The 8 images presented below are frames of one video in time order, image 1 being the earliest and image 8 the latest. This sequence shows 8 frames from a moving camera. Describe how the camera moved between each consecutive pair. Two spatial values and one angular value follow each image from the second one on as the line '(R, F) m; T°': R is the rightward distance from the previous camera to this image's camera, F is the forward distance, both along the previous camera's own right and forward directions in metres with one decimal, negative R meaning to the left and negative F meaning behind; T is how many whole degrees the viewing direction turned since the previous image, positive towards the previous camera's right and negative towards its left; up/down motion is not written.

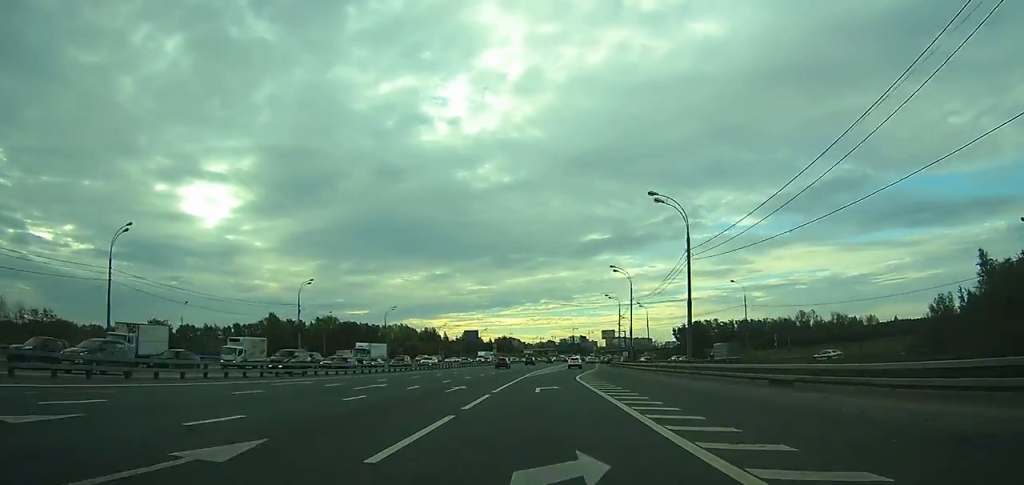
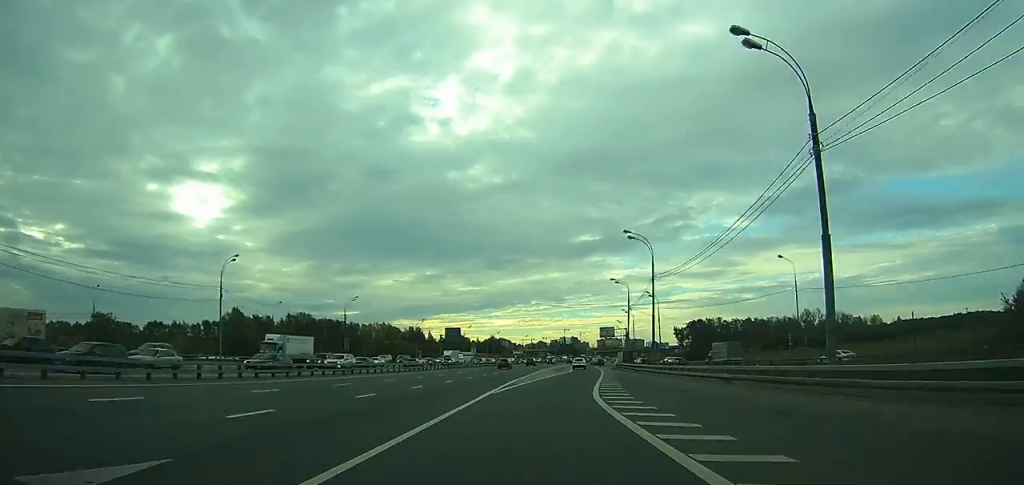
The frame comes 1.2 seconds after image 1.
(+0.2, +22.3) m; +1°
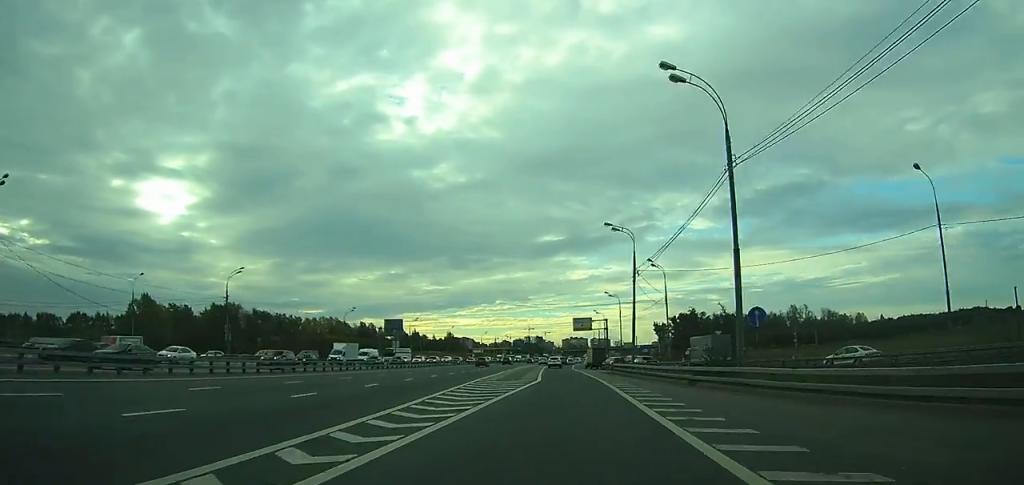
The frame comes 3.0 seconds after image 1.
(+0.5, +32.3) m; +2°
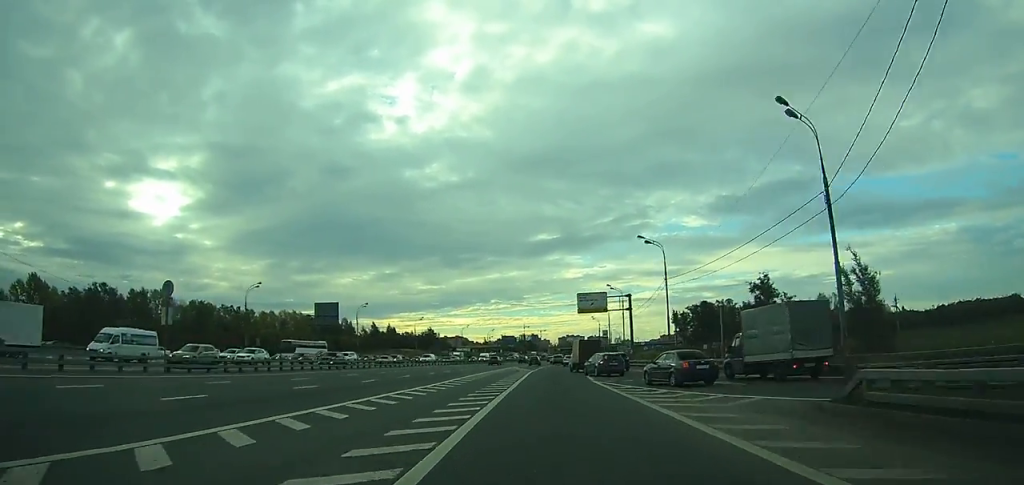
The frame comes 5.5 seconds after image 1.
(+0.8, +41.9) m; +1°
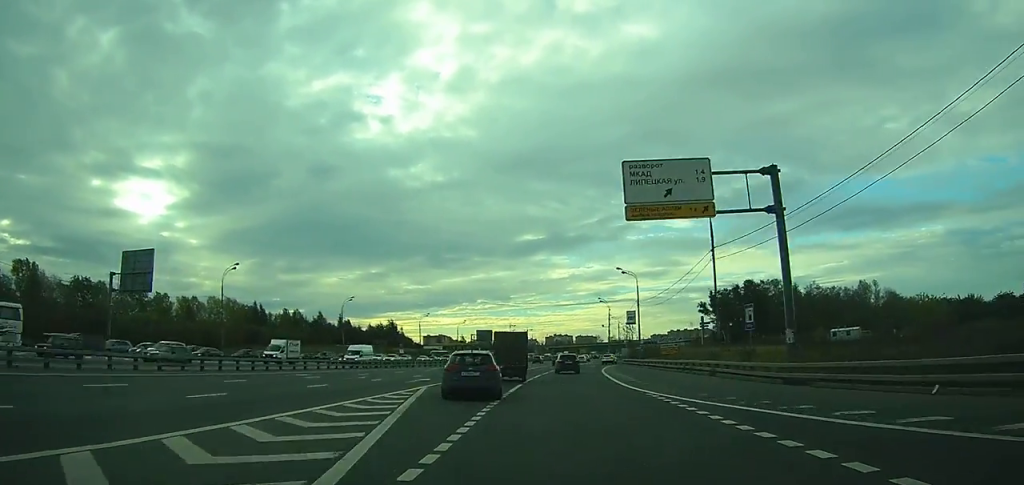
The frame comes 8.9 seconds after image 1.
(+0.4, +57.9) m; +1°
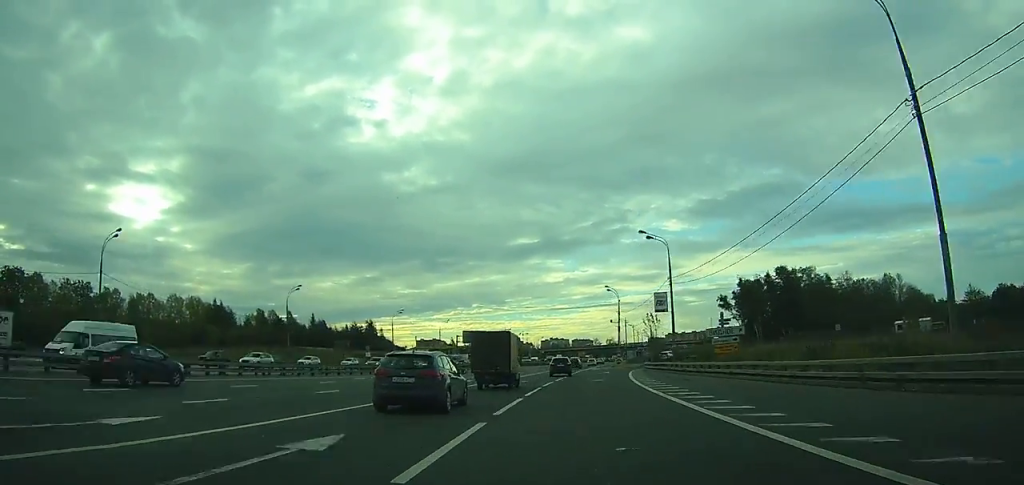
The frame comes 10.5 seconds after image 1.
(+0.1, +25.0) m; +1°
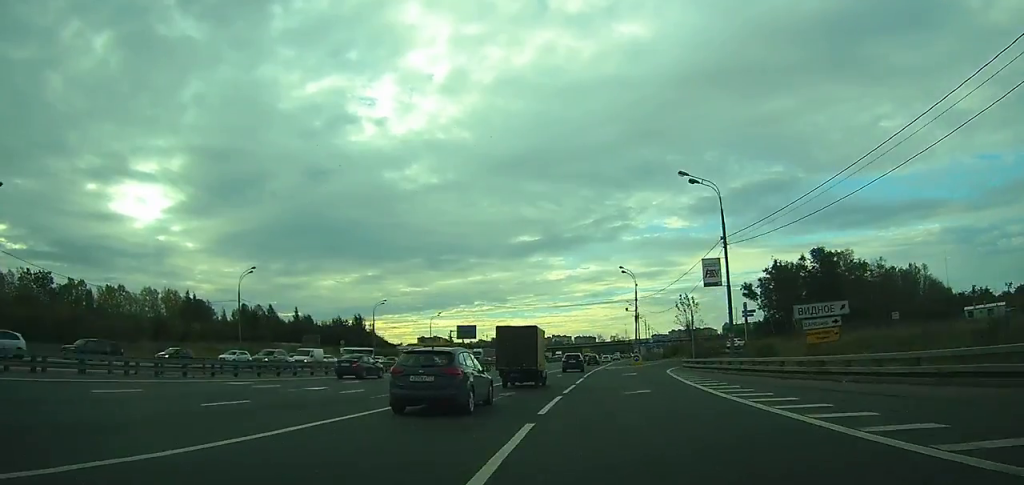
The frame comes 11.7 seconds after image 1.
(0.0, +16.7) m; 0°
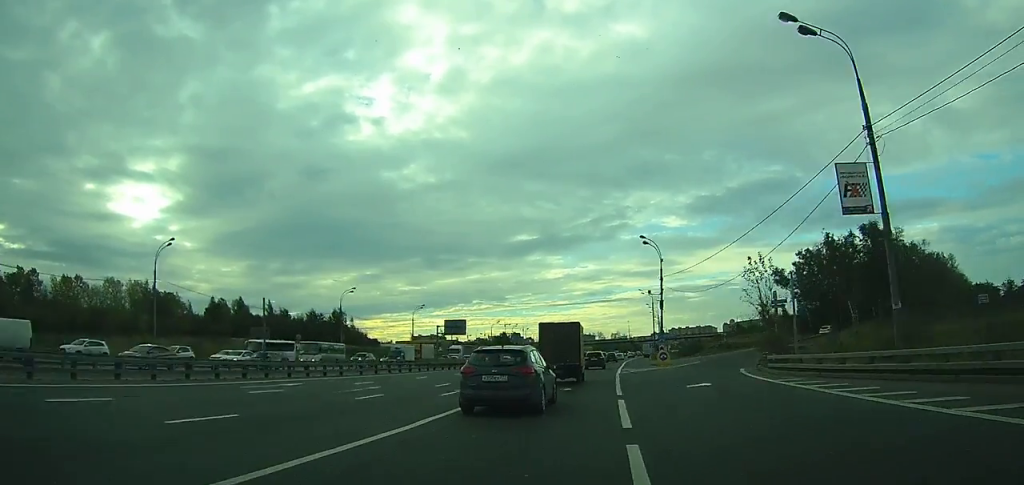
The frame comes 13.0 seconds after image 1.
(+0.2, +18.7) m; +1°
